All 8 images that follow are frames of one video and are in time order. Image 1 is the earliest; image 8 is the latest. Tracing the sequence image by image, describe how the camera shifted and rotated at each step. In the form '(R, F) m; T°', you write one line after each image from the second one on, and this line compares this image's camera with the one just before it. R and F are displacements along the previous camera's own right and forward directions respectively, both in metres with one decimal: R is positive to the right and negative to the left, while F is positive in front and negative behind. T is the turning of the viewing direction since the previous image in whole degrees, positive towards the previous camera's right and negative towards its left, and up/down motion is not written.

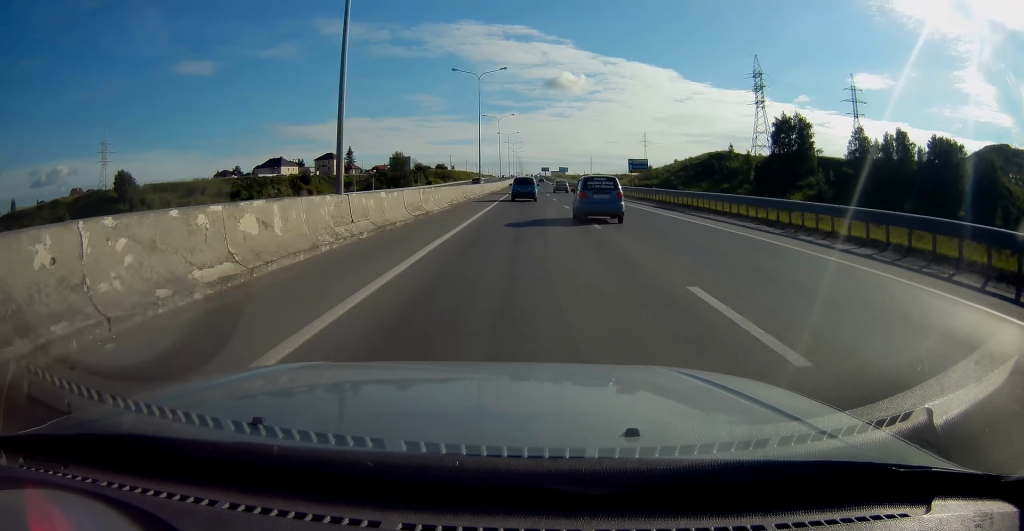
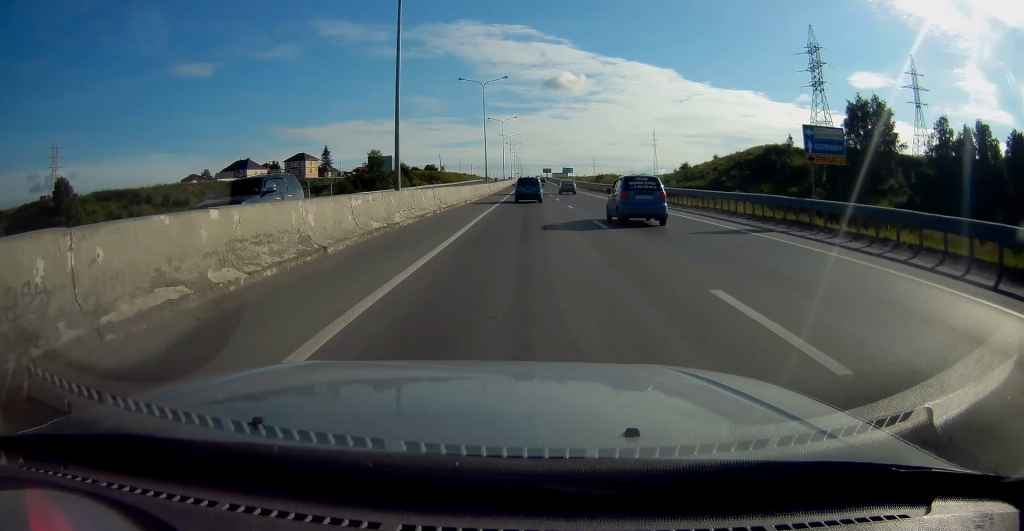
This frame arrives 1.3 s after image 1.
(+0.1, +36.1) m; +1°
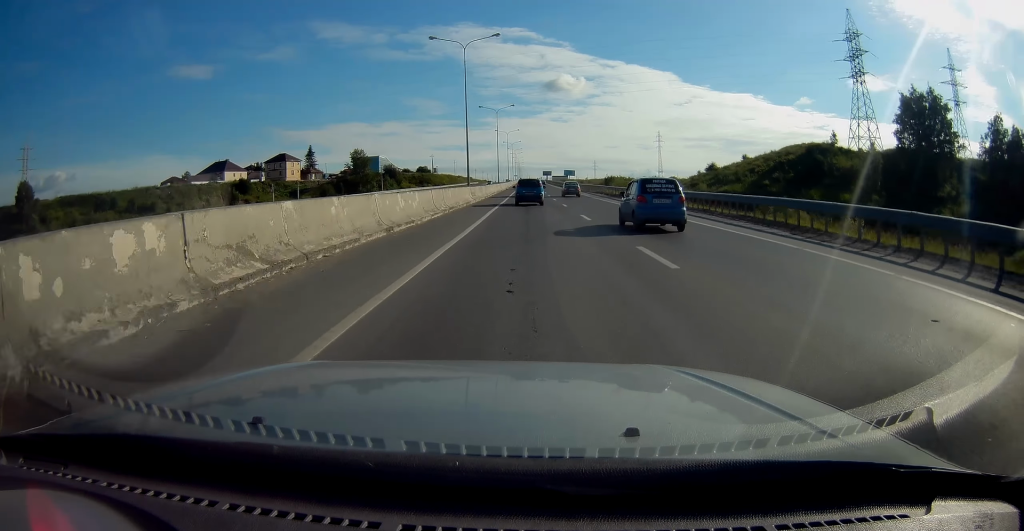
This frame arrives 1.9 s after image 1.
(+0.1, +18.9) m; 0°
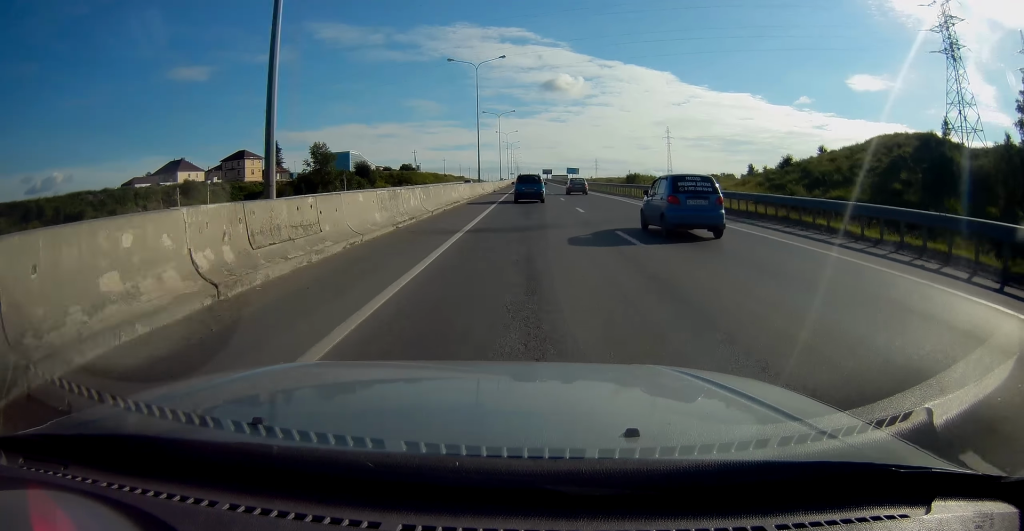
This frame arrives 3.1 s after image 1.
(0.0, +33.0) m; 0°
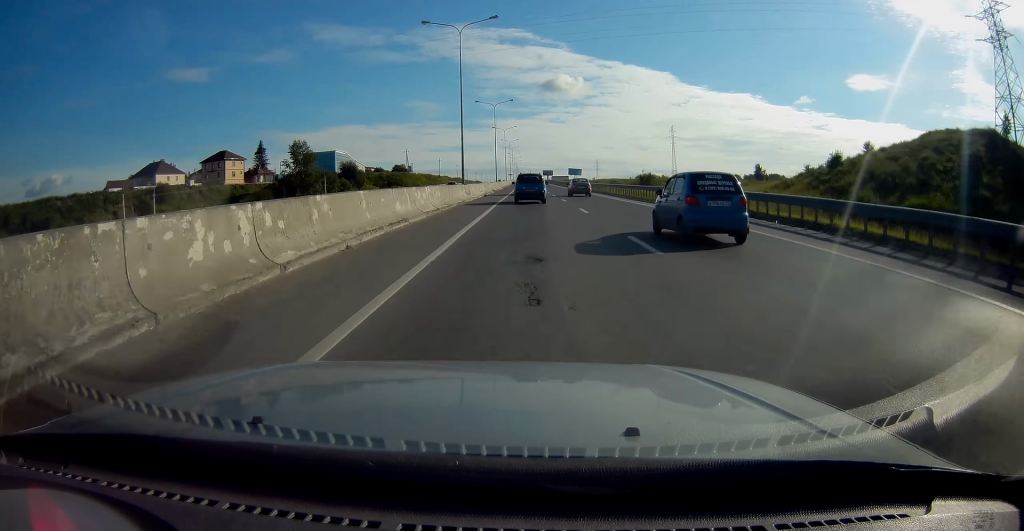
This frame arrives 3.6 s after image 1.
(0.0, +13.2) m; 0°
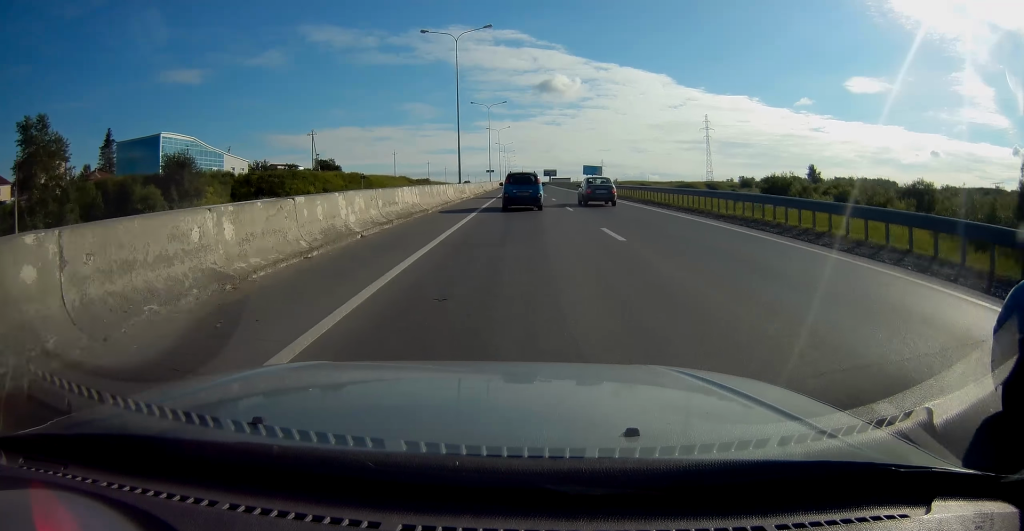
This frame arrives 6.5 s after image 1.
(0.0, +81.3) m; 0°
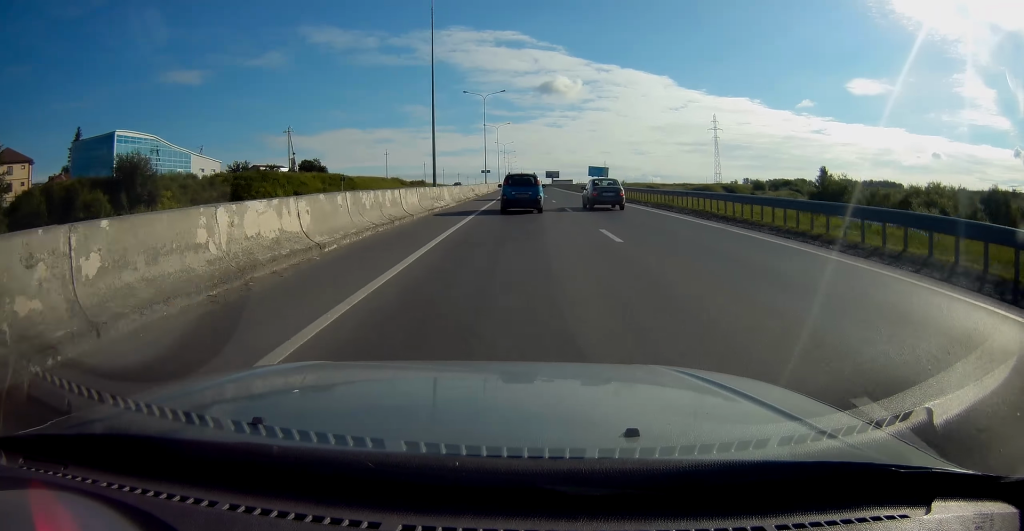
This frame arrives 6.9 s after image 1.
(-0.1, +11.6) m; 0°
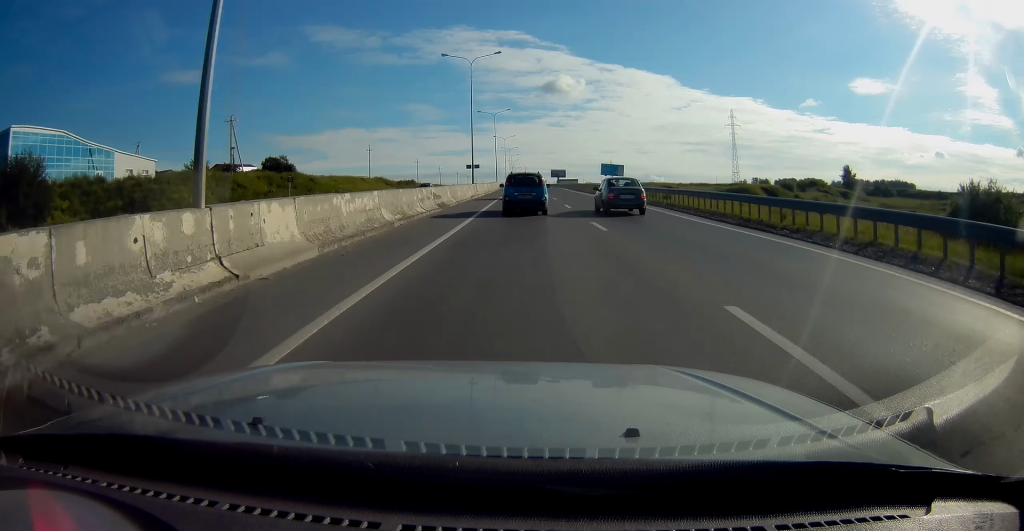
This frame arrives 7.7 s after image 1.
(-0.2, +20.3) m; -1°
